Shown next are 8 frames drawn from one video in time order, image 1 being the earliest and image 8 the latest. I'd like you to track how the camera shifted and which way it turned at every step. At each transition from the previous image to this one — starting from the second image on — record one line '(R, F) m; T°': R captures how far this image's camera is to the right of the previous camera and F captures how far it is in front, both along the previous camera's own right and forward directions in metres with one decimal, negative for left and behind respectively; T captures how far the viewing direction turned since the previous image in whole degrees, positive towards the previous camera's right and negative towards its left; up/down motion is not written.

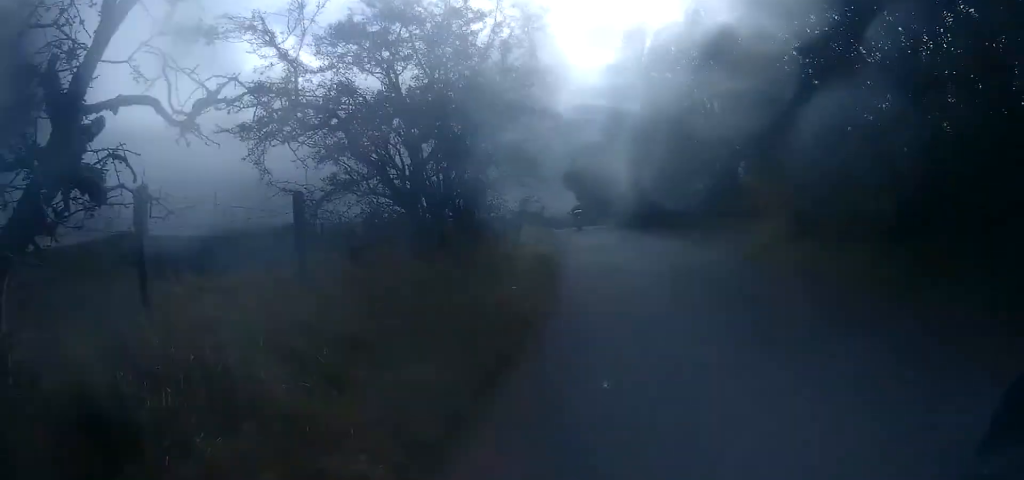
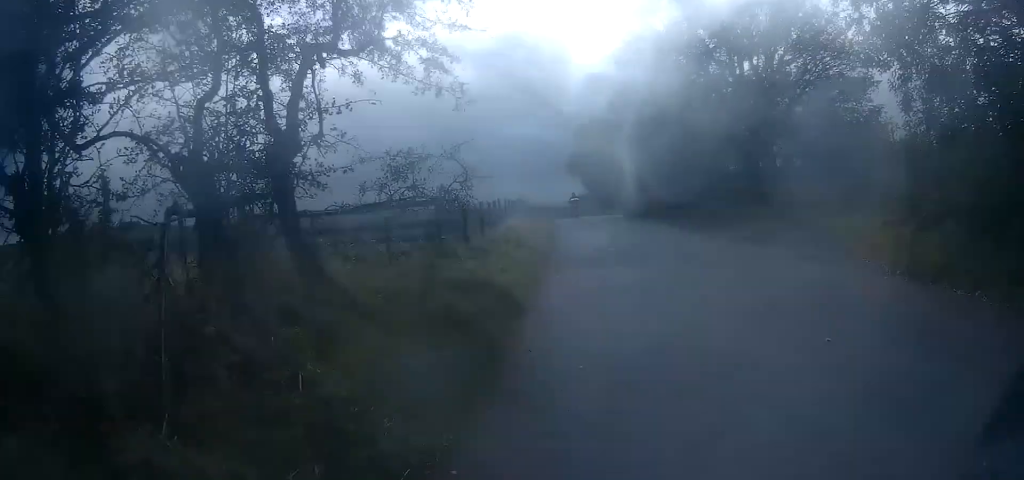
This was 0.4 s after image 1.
(0.0, +7.6) m; -1°
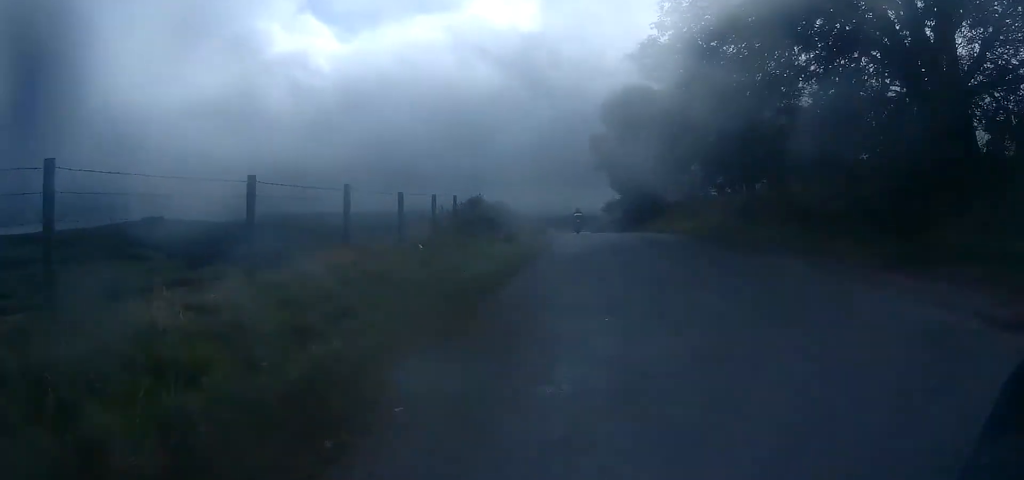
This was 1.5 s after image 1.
(-0.4, +18.0) m; -2°
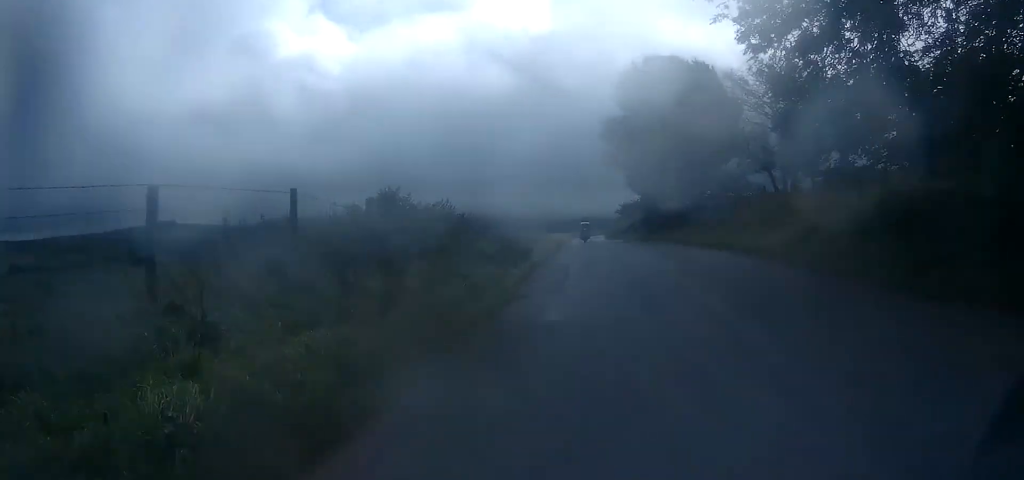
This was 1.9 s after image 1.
(-0.1, +8.0) m; -1°
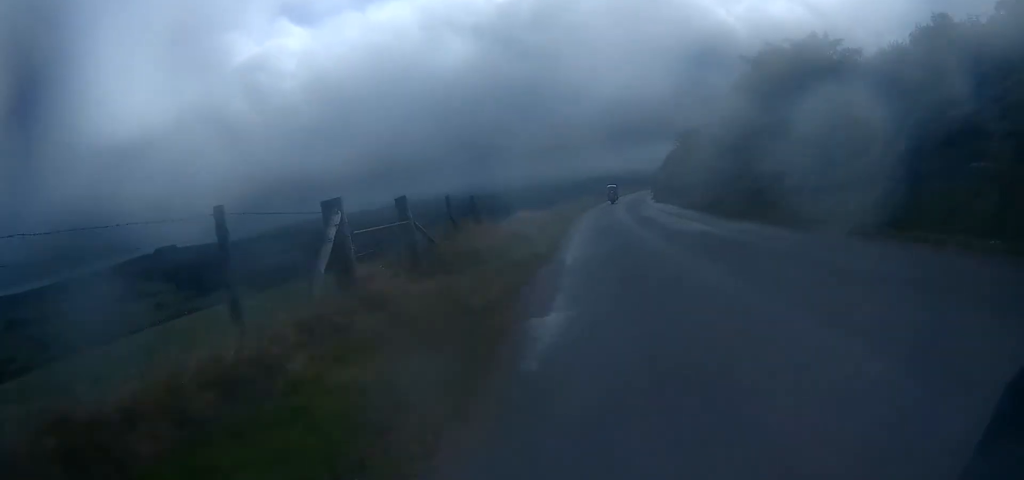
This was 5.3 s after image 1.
(-1.9, +56.3) m; -1°
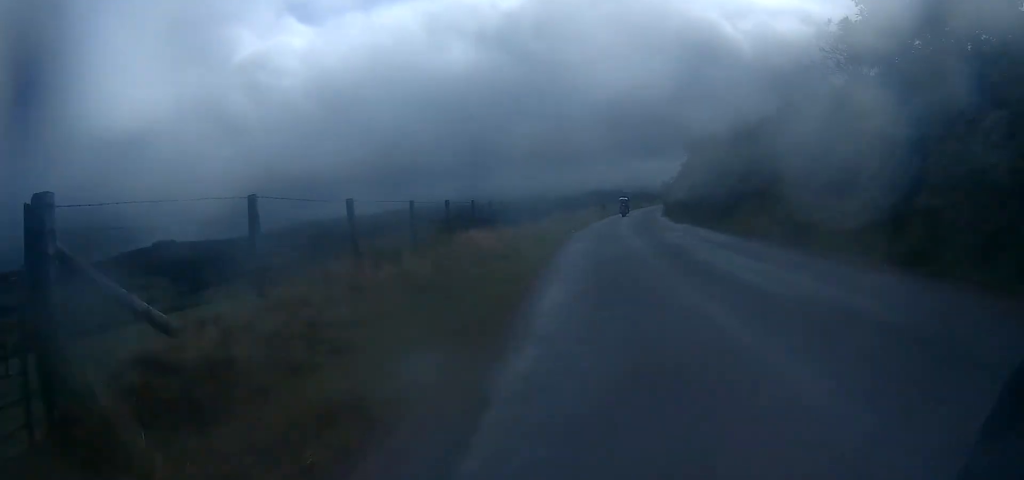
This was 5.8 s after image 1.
(+0.1, +7.4) m; +1°
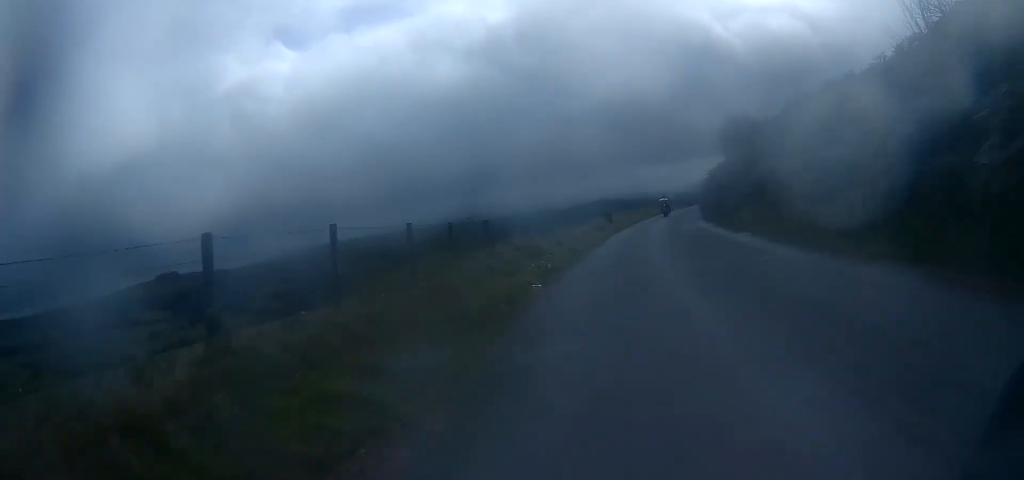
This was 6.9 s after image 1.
(+0.4, +16.9) m; +2°
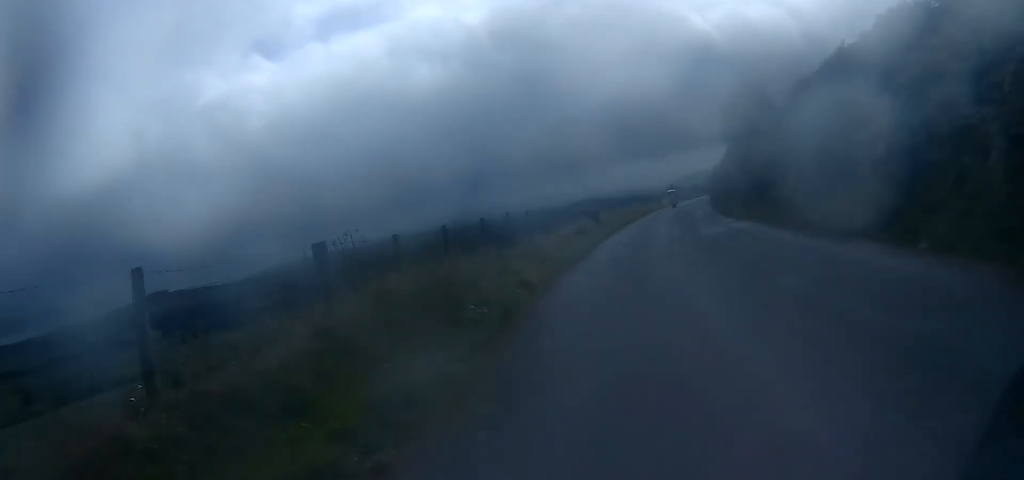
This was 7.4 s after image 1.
(+0.1, +7.9) m; +1°
